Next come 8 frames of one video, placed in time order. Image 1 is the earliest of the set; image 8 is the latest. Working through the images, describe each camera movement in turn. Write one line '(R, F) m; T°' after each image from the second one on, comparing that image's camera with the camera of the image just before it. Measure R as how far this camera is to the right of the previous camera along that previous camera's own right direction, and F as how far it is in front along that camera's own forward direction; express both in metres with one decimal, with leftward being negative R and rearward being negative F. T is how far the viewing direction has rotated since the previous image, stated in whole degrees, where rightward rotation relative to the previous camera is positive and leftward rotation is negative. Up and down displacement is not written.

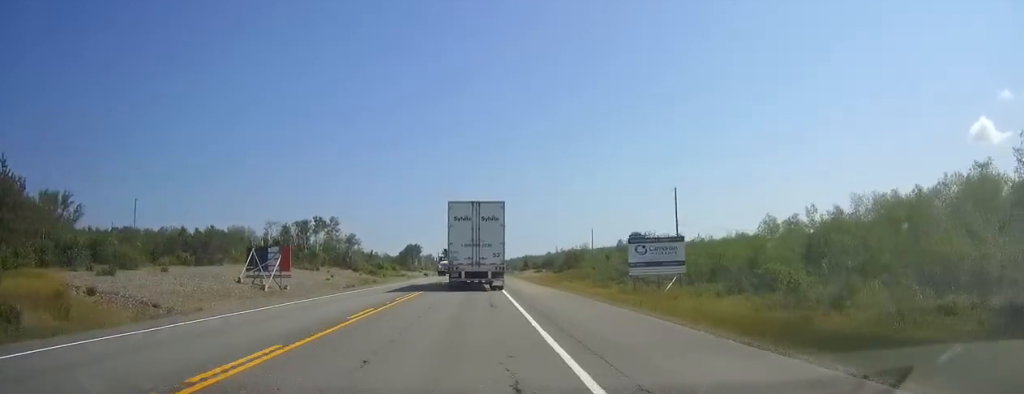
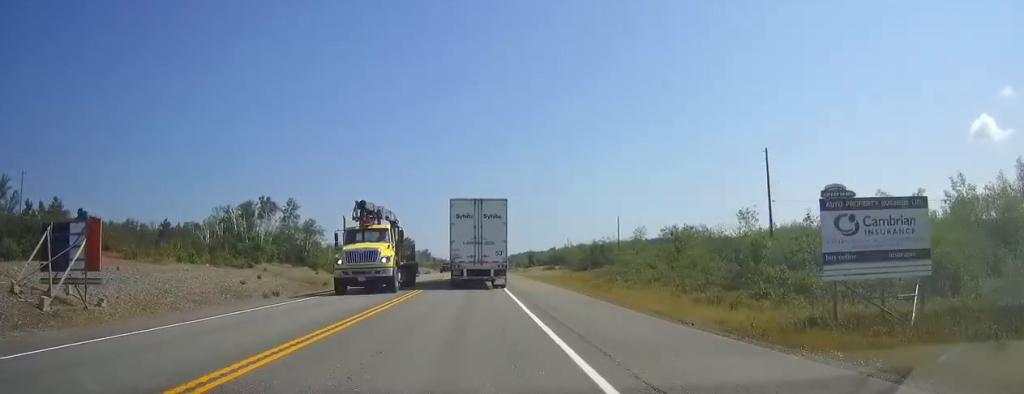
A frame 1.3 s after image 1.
(-0.1, +34.6) m; 0°
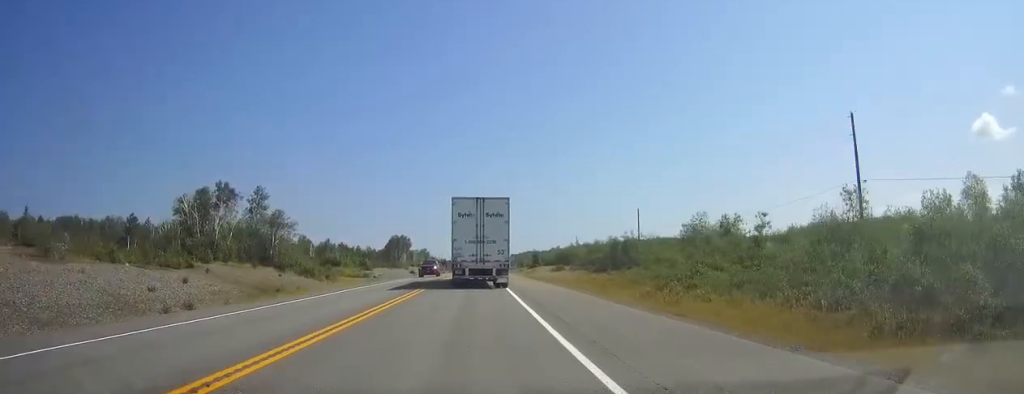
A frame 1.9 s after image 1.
(-0.1, +18.3) m; 0°
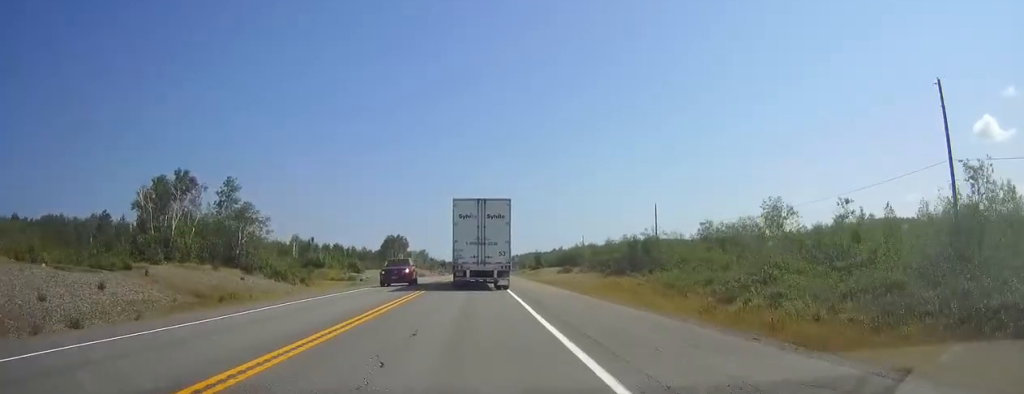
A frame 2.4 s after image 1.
(0.0, +12.8) m; 0°
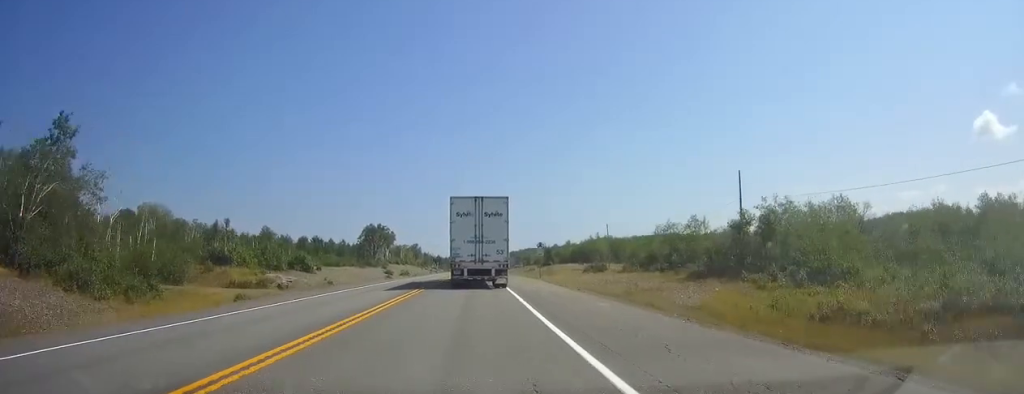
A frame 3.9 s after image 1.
(+0.2, +40.3) m; 0°
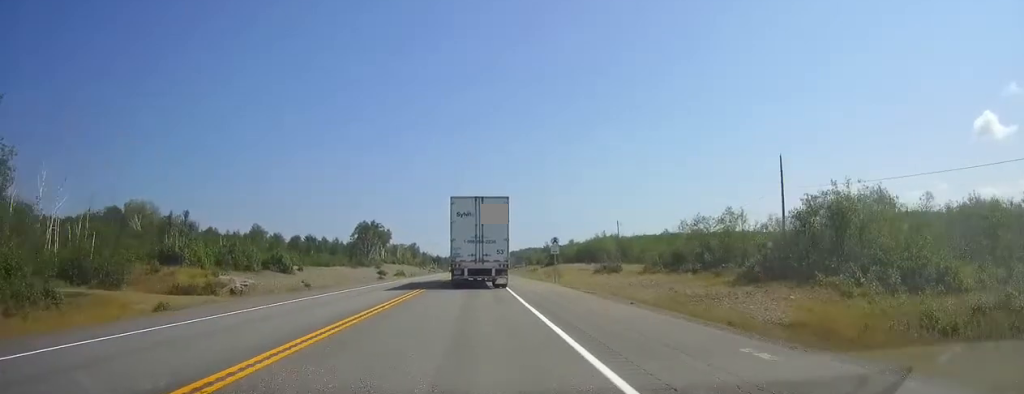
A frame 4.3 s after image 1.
(0.0, +11.9) m; 0°
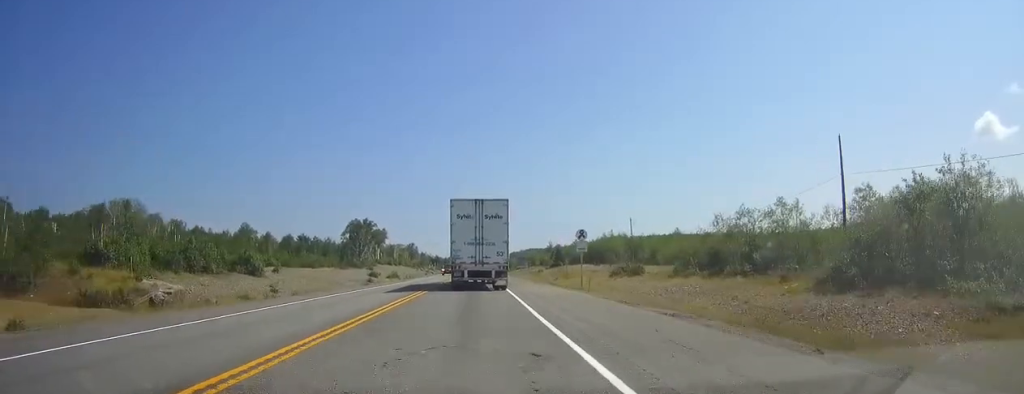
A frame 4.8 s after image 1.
(0.0, +12.7) m; 0°
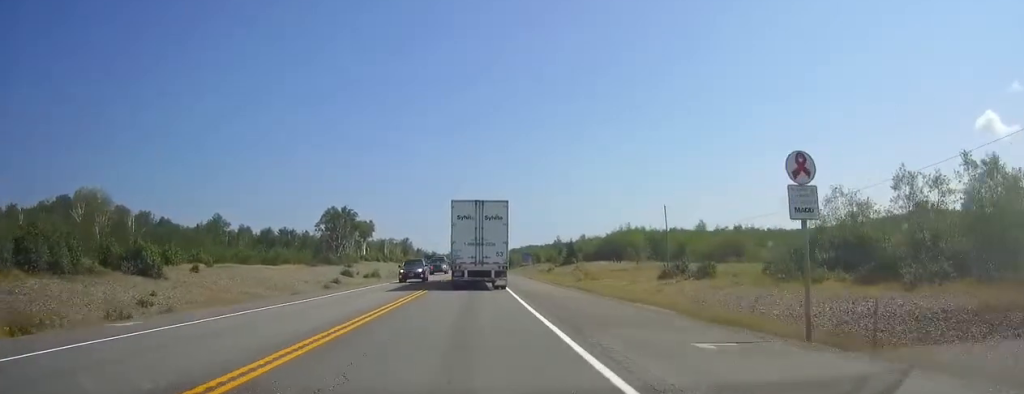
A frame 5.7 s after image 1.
(-0.1, +26.3) m; 0°
